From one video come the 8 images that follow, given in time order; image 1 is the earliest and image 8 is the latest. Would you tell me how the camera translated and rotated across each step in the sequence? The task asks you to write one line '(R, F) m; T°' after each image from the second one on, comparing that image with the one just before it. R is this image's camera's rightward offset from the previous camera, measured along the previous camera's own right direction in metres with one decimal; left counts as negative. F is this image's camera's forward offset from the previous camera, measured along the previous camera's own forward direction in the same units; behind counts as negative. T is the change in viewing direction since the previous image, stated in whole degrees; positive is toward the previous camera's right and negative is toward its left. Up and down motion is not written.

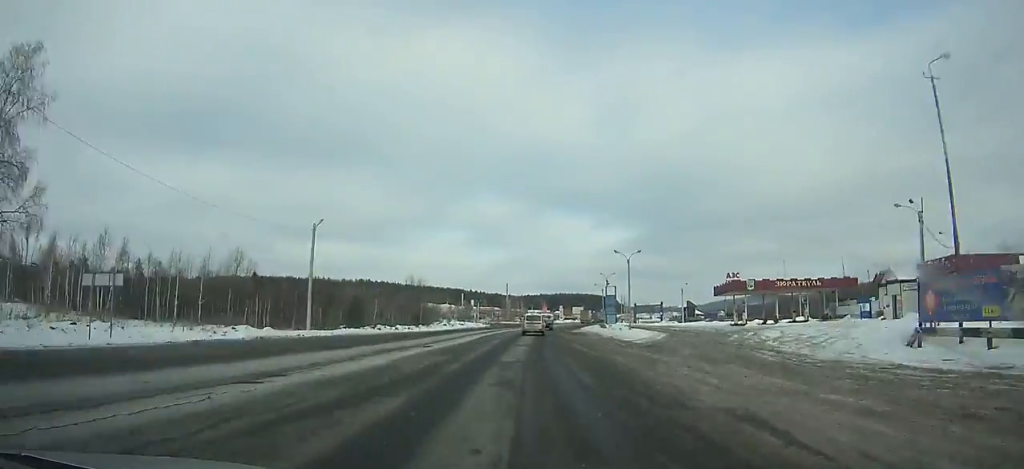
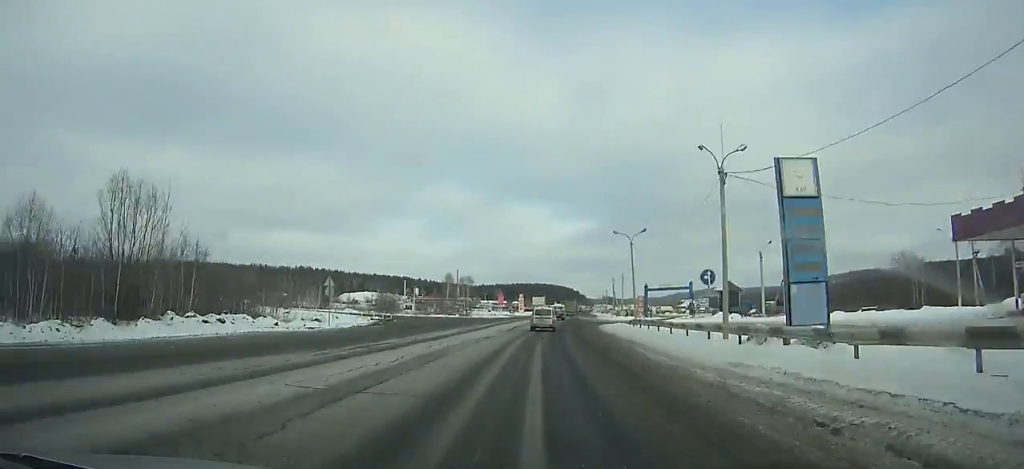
(+2.3, +65.3) m; +4°
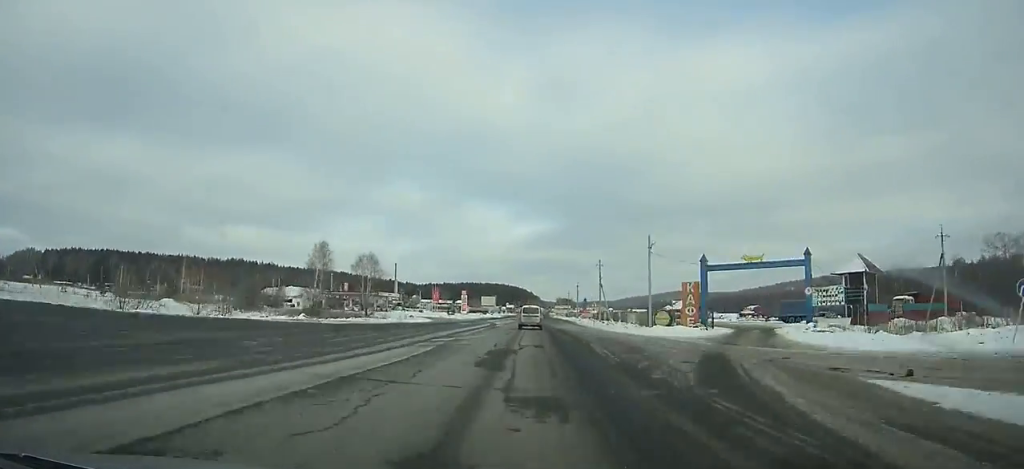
(+2.1, +58.3) m; +3°
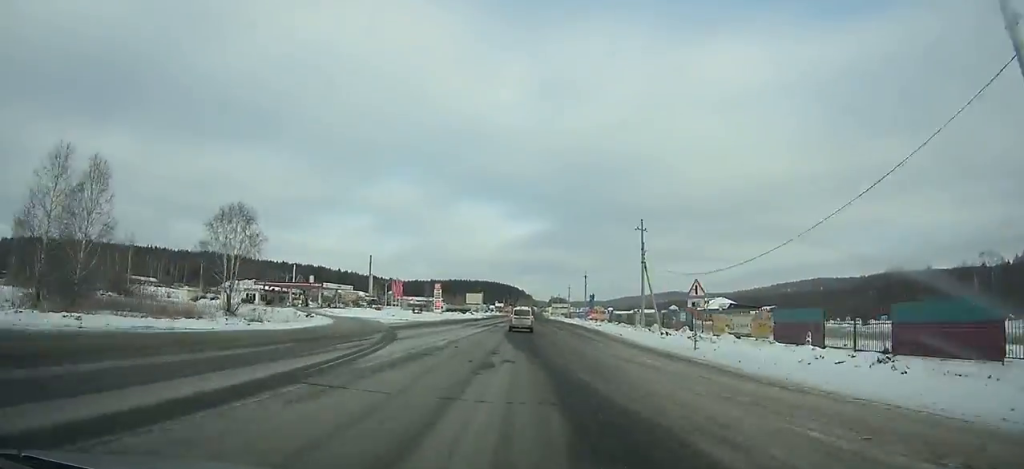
(+0.7, +42.0) m; +1°
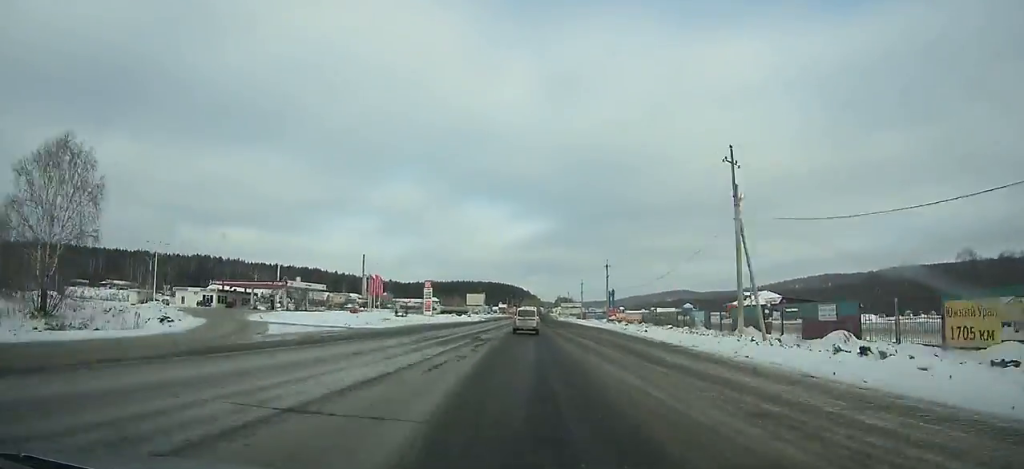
(+0.2, +23.1) m; 0°
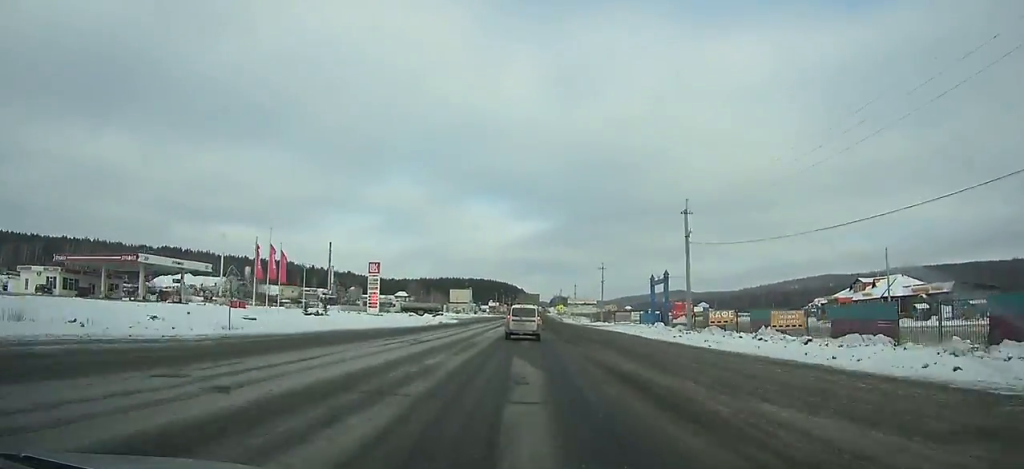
(-0.1, +43.8) m; 0°
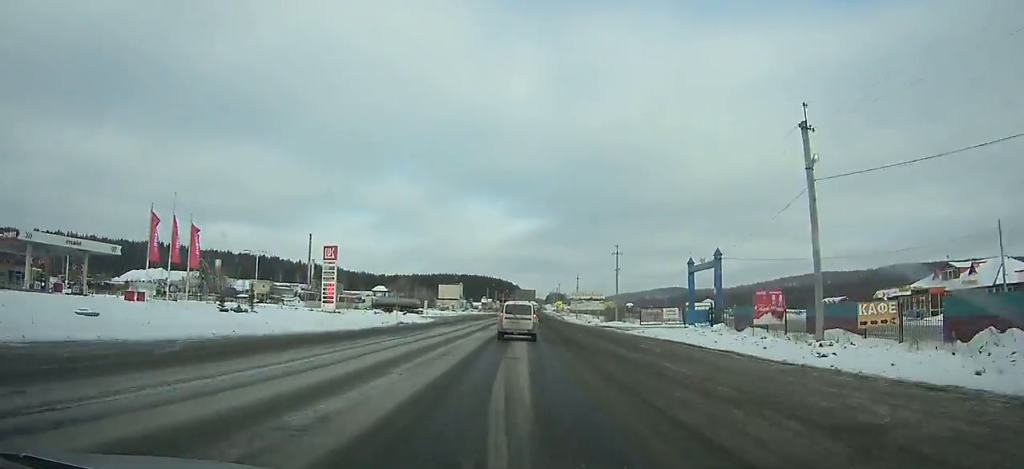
(0.0, +20.9) m; 0°
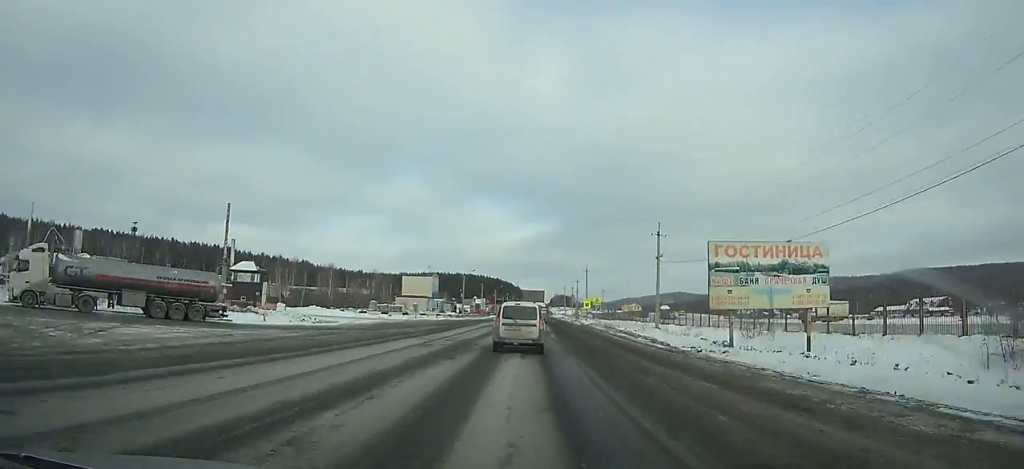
(+0.9, +80.4) m; +1°
